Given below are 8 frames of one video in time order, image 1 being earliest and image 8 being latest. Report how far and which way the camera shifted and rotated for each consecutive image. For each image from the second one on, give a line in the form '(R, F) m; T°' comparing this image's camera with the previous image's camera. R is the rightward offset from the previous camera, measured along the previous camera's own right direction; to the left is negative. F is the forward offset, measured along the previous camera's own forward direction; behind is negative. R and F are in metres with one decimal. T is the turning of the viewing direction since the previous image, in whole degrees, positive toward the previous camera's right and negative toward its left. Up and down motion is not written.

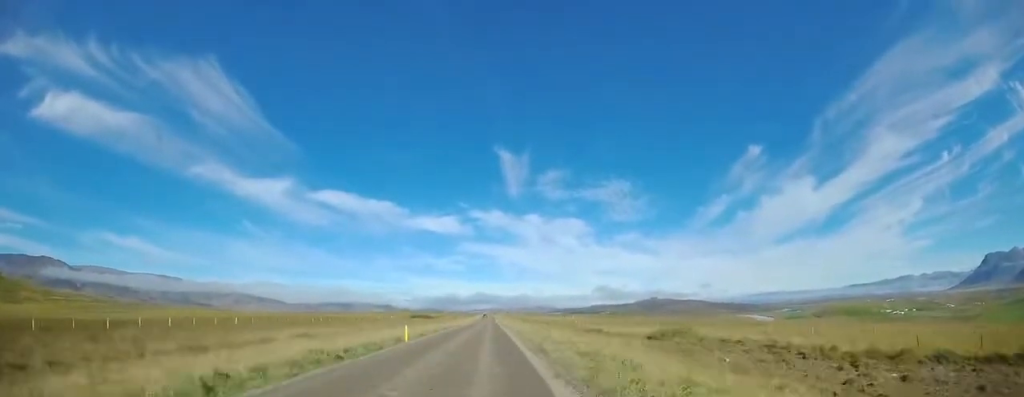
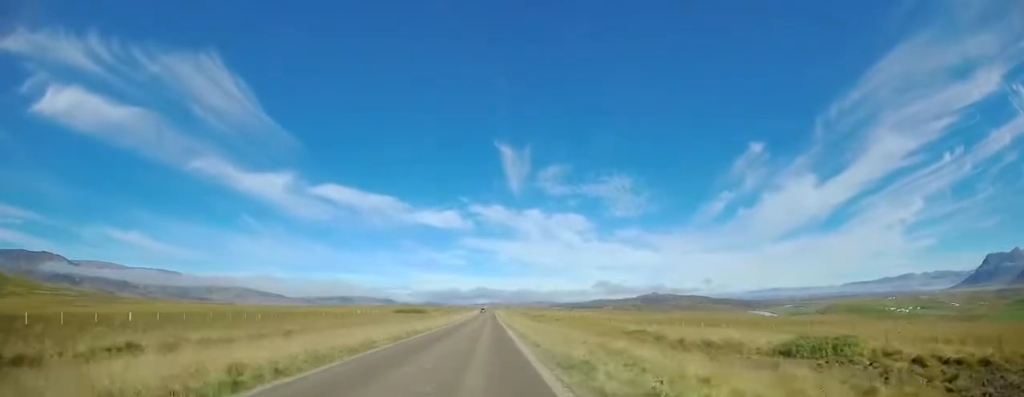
(0.0, +19.4) m; -1°
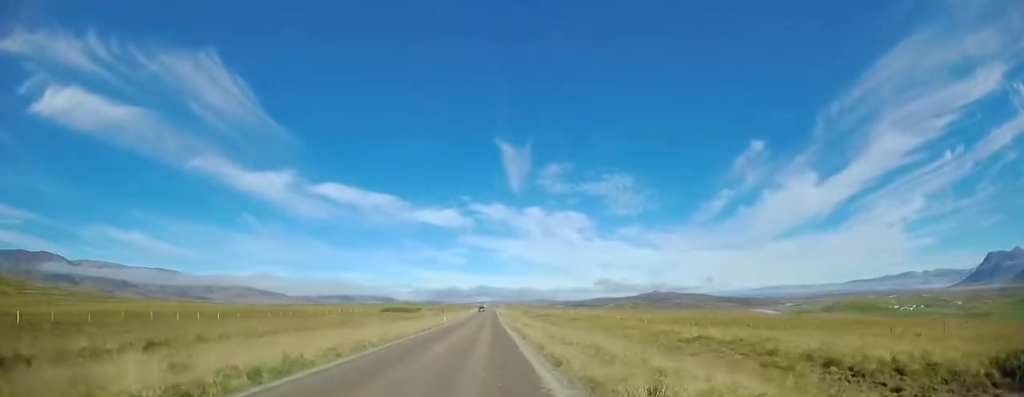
(-0.2, +14.1) m; -1°
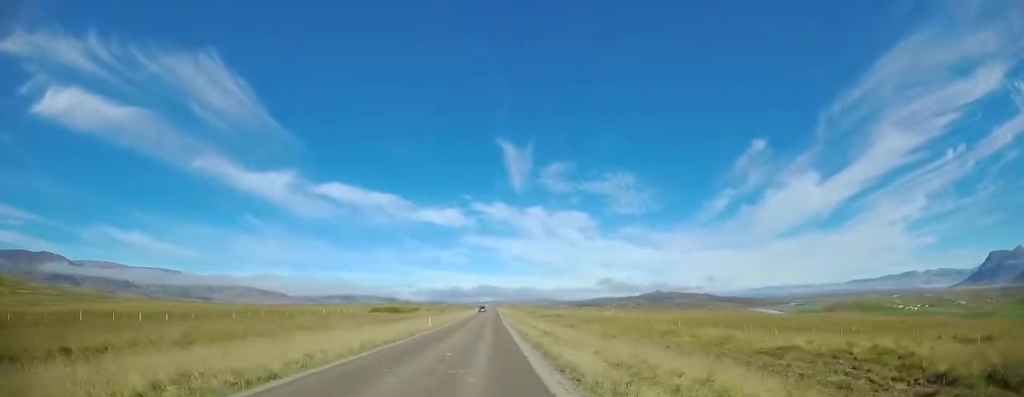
(0.0, +9.9) m; 0°
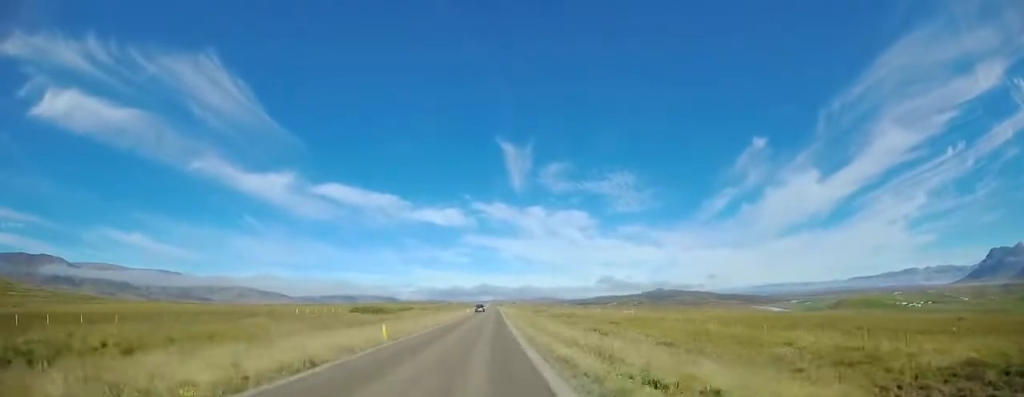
(0.0, +12.0) m; 0°
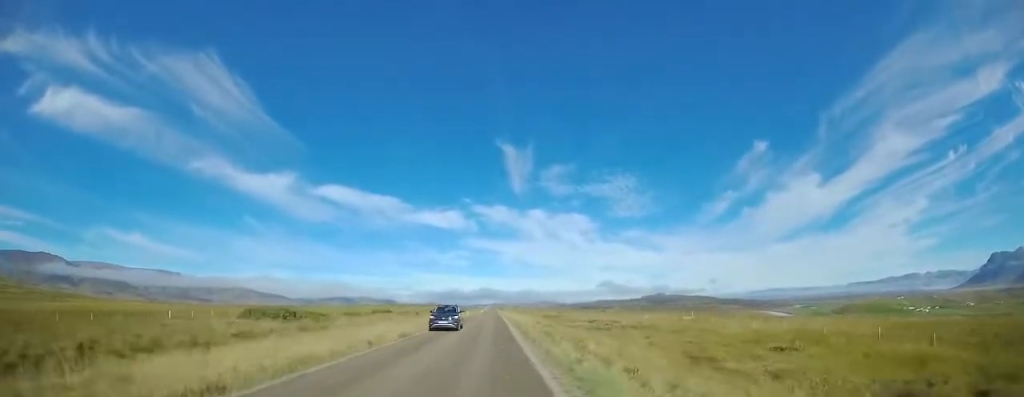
(+0.1, +31.6) m; +1°
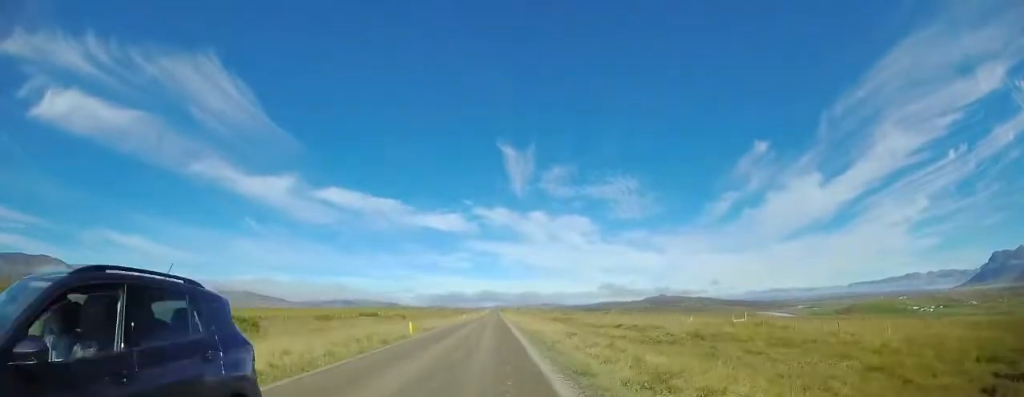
(+0.2, +13.7) m; 0°
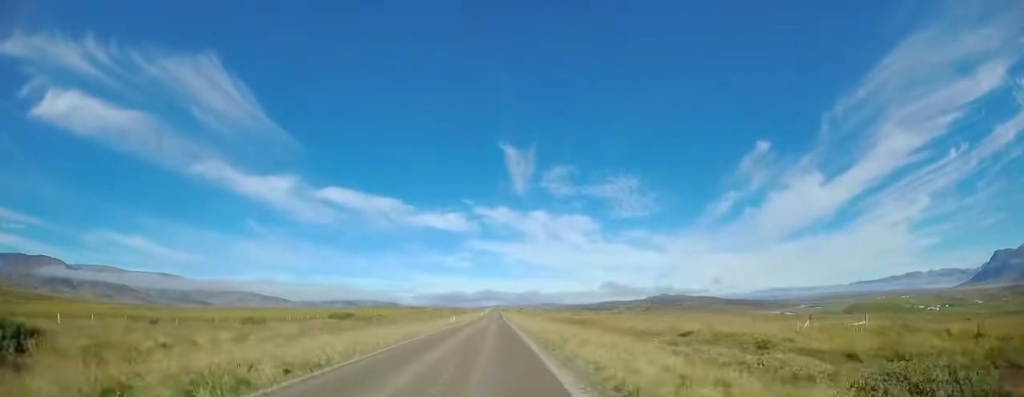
(-0.2, +19.1) m; 0°
